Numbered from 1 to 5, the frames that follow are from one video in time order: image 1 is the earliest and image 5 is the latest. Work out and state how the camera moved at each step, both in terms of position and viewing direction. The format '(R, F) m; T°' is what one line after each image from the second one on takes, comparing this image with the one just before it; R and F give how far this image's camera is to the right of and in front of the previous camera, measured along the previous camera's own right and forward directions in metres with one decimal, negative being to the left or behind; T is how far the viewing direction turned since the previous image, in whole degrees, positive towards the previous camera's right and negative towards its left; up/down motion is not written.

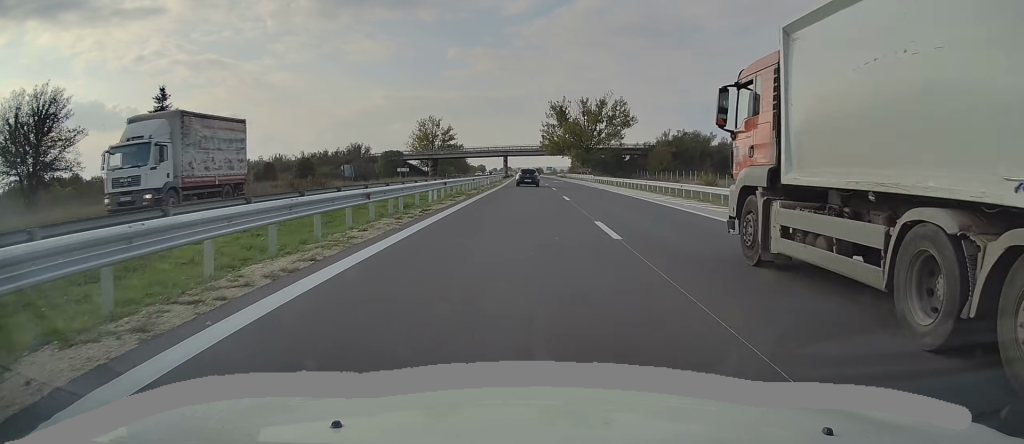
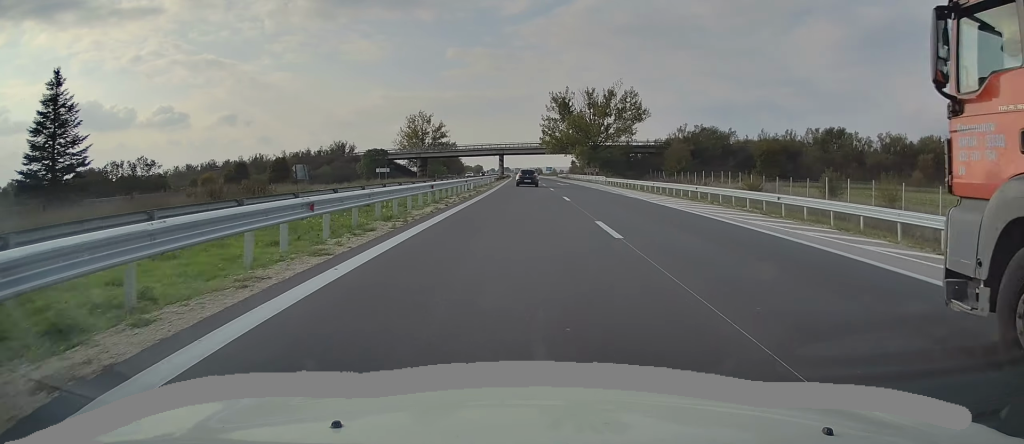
(0.0, +15.7) m; 0°
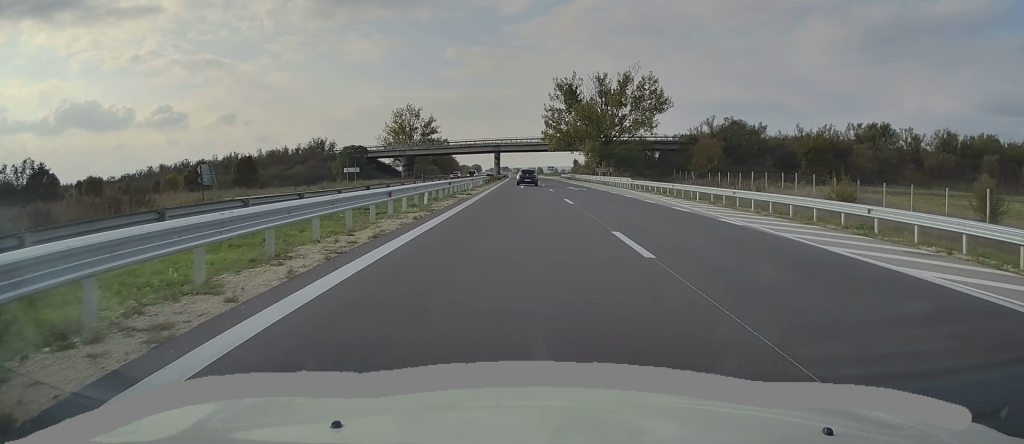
(+0.2, +18.7) m; 0°
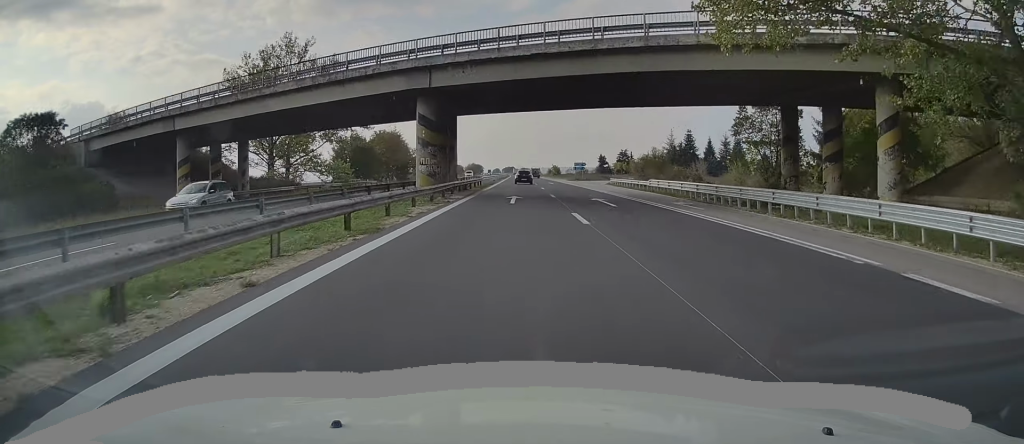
(-0.9, +89.9) m; -1°
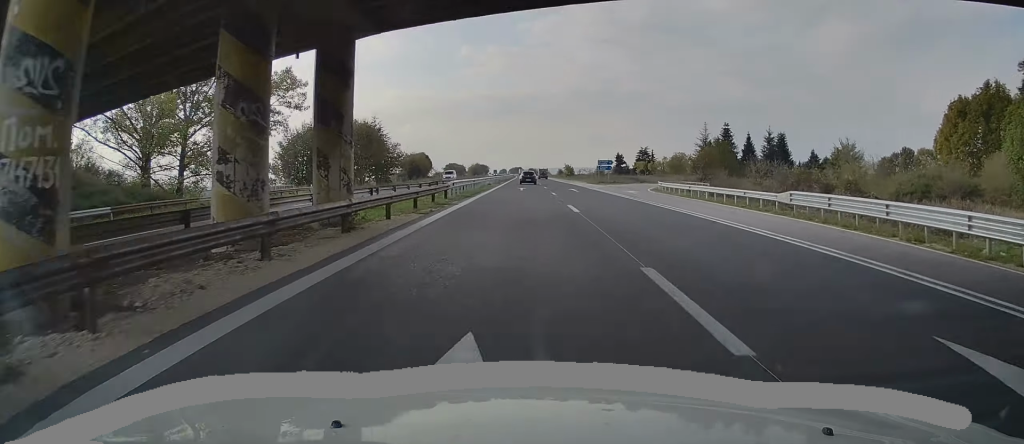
(0.0, +26.9) m; 0°
